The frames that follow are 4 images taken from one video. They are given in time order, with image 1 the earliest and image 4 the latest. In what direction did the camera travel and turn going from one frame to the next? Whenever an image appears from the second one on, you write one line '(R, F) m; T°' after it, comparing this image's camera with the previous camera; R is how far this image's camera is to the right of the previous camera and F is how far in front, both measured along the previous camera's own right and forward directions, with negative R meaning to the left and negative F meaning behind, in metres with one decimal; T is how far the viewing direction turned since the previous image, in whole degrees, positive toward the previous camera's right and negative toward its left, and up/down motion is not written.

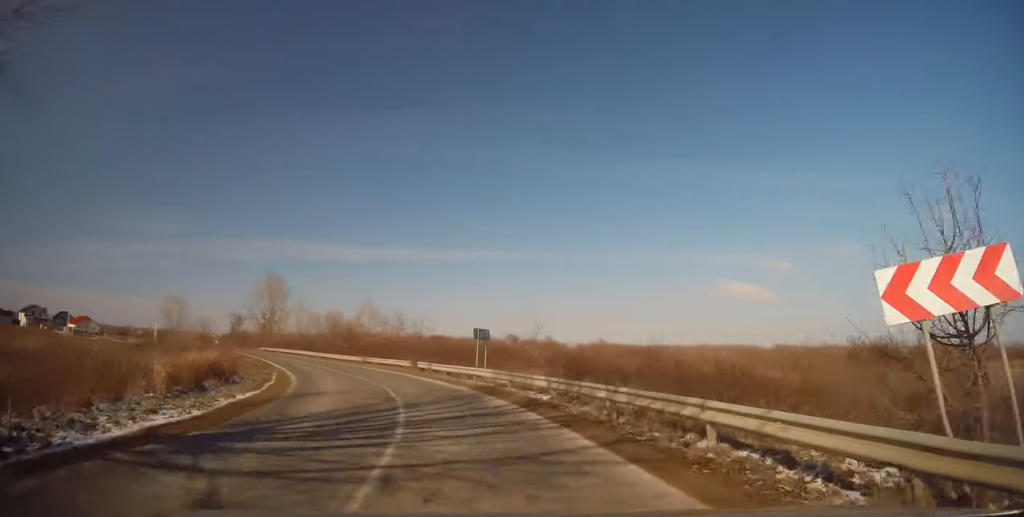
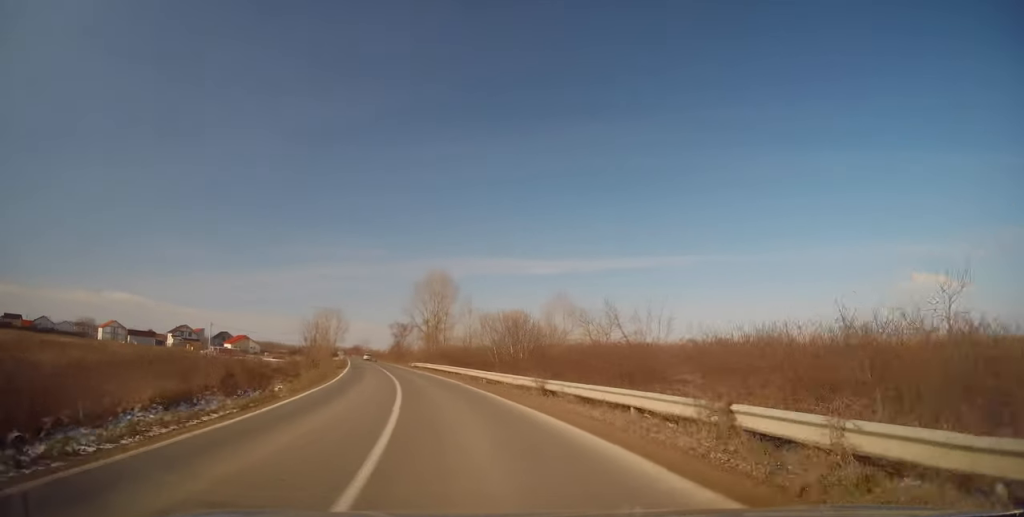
(-3.0, +23.9) m; -17°
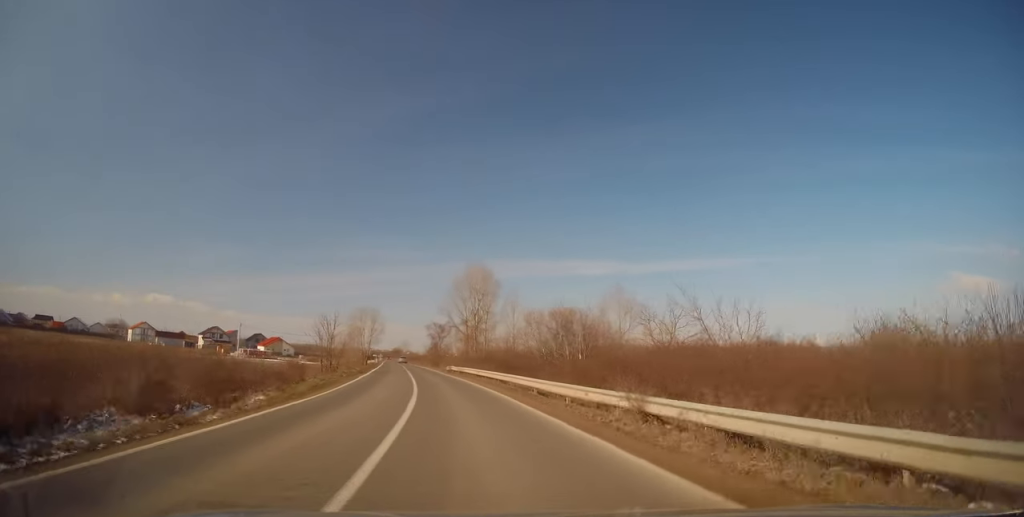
(-0.6, +6.6) m; -4°
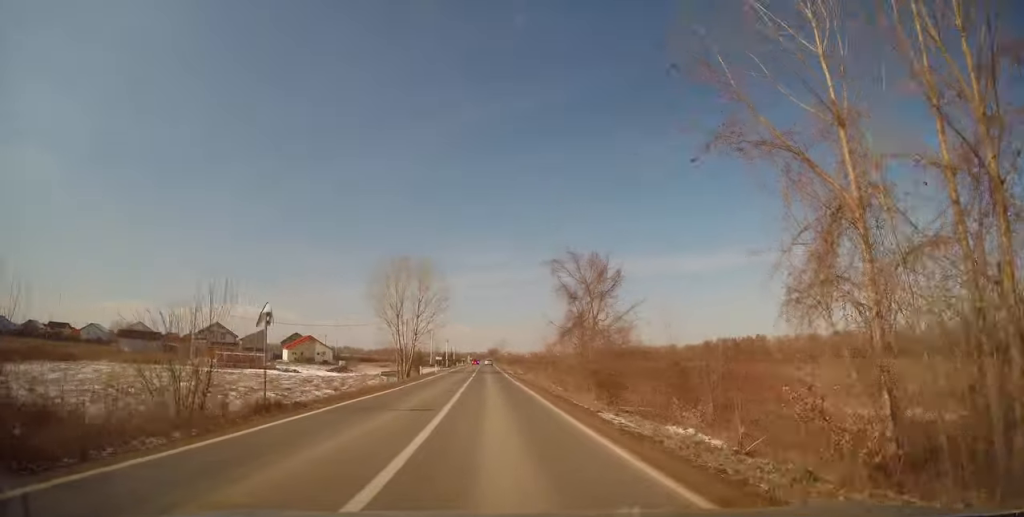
(-10.9, +60.3) m; -13°
